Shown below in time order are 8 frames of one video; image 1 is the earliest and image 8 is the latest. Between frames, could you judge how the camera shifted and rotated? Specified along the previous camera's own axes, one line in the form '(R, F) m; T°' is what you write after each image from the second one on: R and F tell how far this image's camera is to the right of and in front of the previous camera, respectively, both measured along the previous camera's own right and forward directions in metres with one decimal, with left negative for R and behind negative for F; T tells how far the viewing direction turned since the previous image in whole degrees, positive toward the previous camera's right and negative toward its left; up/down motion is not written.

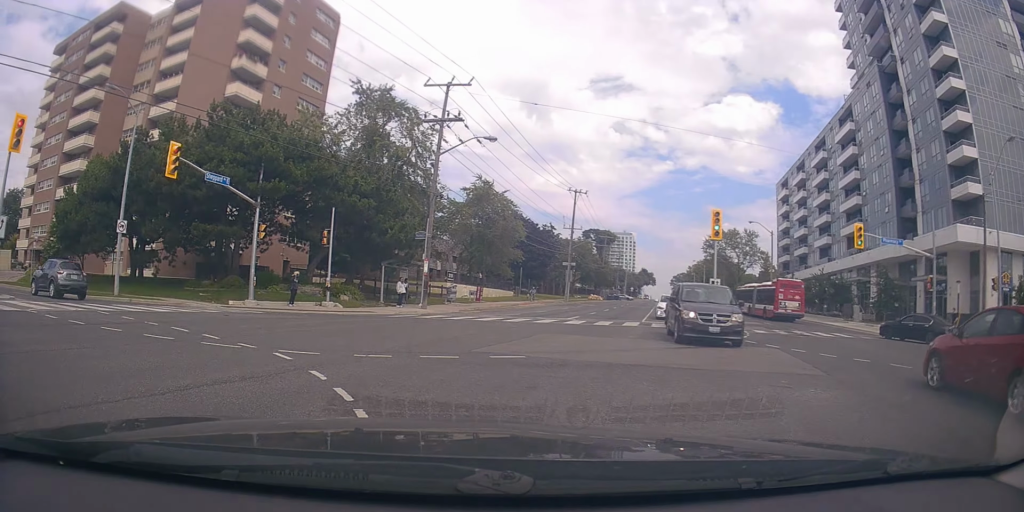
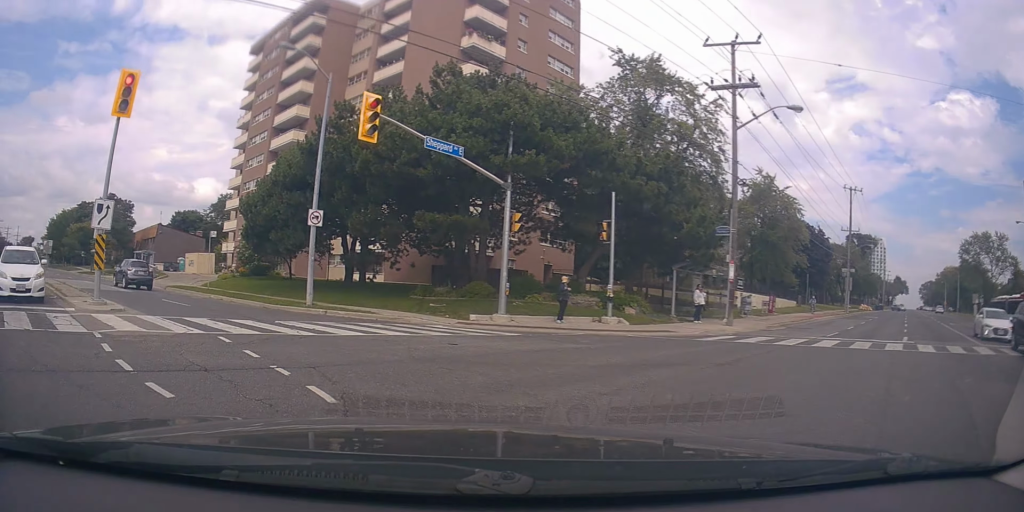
(-0.8, +6.1) m; -15°
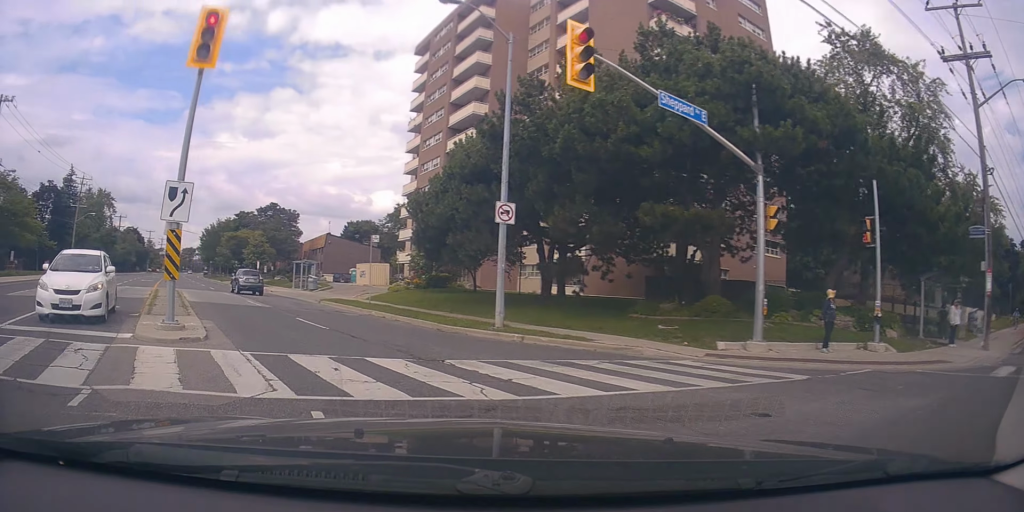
(-0.2, +4.8) m; -14°
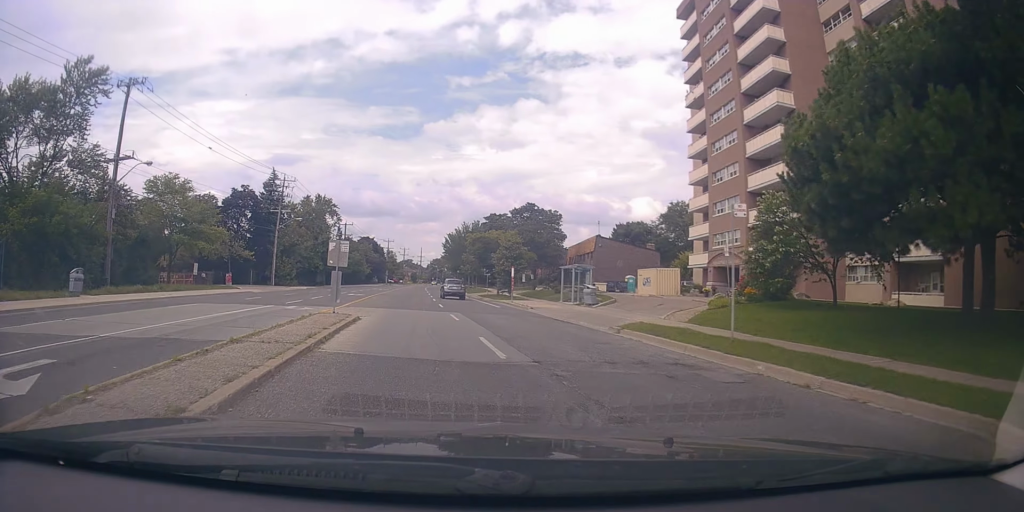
(-4.0, +10.7) m; -30°
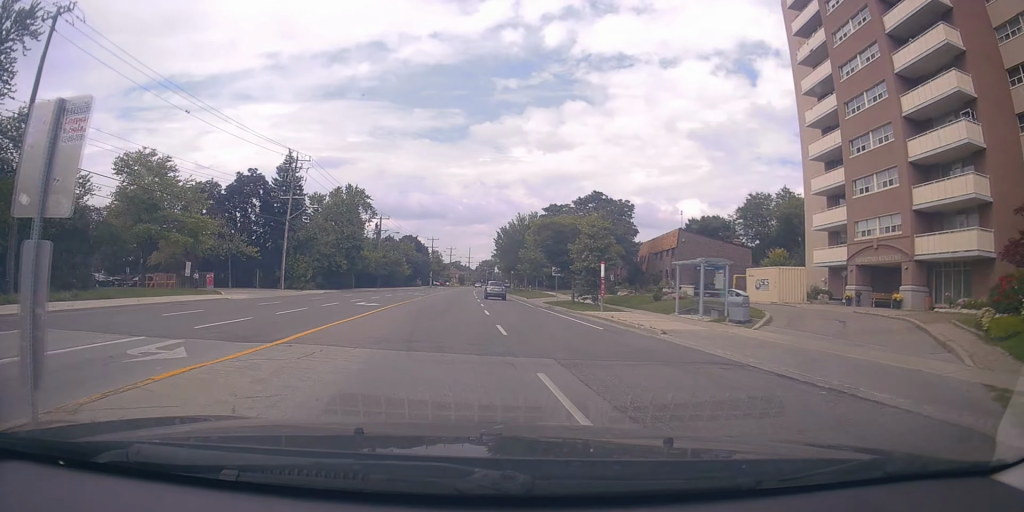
(-0.6, +12.1) m; -6°
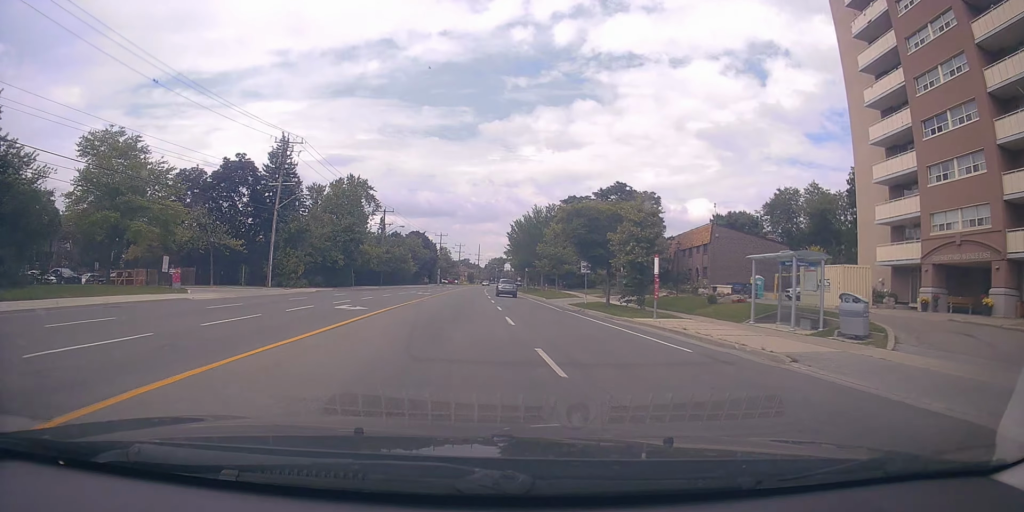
(-0.1, +6.3) m; -4°
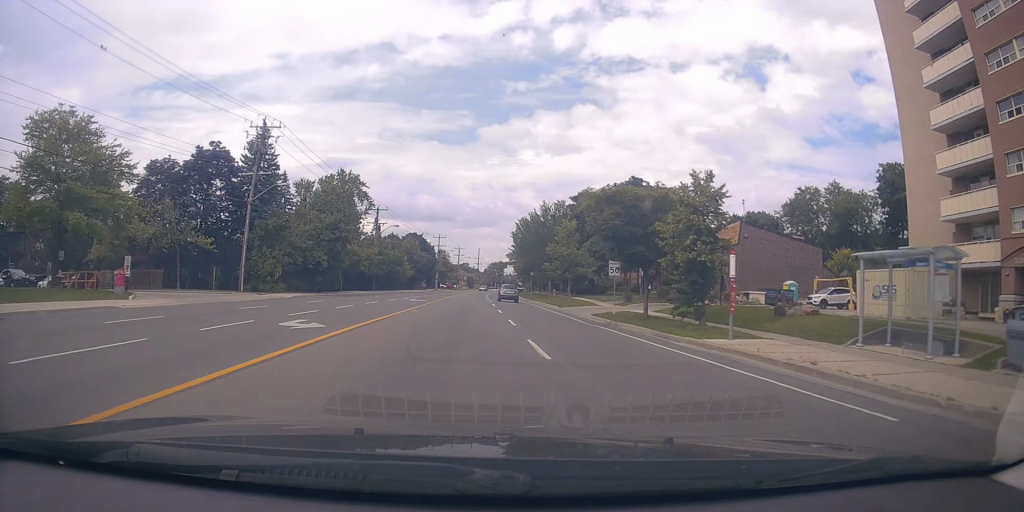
(-0.3, +6.4) m; -1°
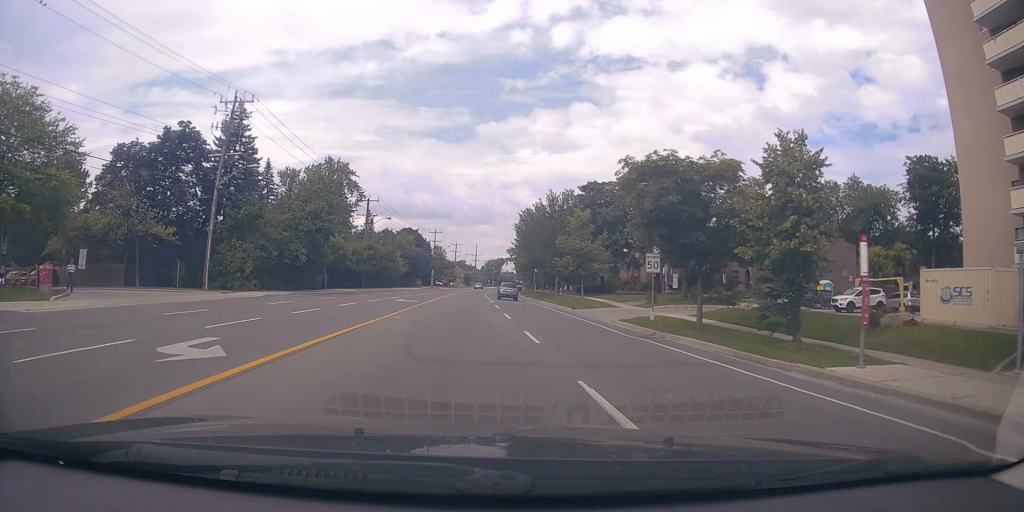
(-0.4, +5.9) m; +1°
